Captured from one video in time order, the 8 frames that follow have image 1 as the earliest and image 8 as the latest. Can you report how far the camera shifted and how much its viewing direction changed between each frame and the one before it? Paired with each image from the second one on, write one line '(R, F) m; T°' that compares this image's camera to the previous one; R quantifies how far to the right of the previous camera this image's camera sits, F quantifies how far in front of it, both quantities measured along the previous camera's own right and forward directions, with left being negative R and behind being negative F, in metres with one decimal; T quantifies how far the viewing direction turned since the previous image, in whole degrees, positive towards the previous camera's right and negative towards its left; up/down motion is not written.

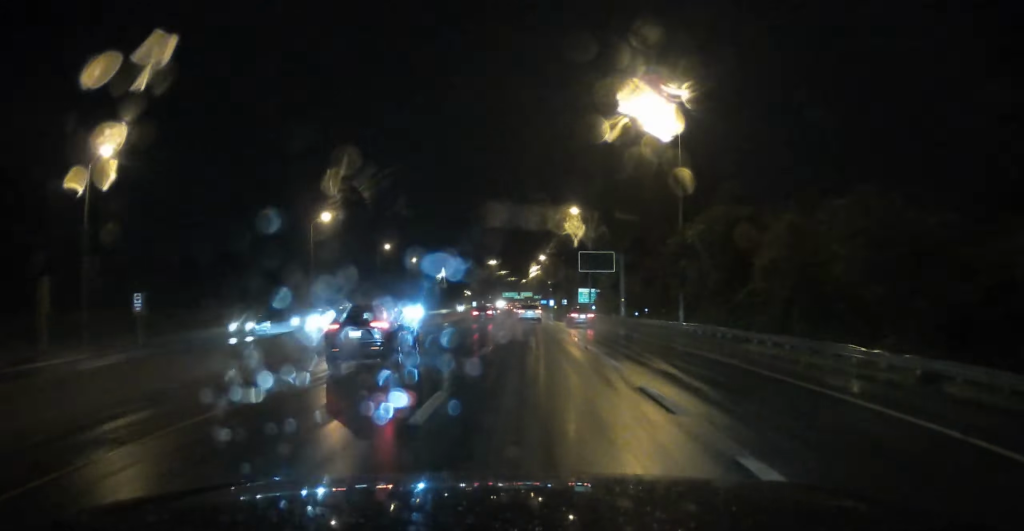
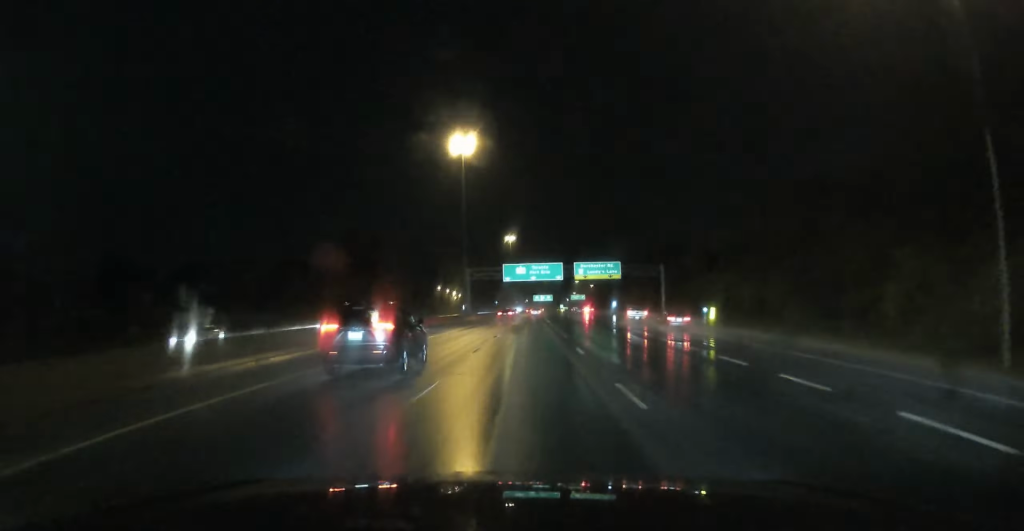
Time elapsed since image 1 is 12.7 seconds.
(-2.7, +286.3) m; 0°
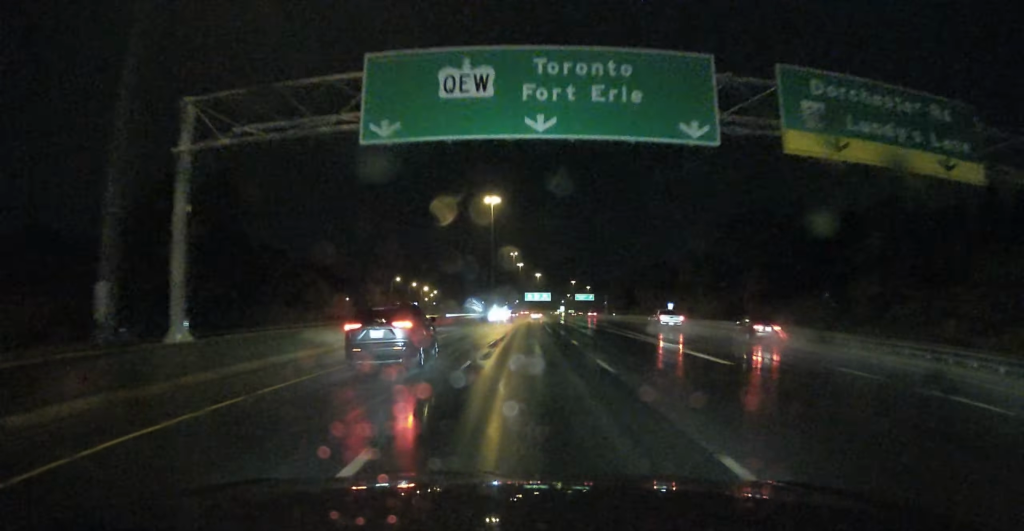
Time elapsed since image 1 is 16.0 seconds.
(+0.5, +79.1) m; +1°
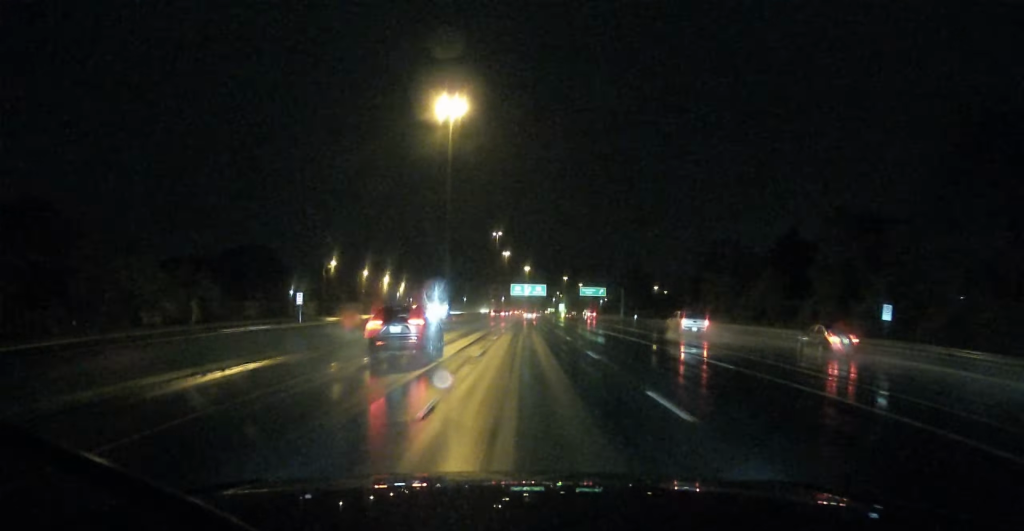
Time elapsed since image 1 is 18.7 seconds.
(+0.8, +65.9) m; 0°
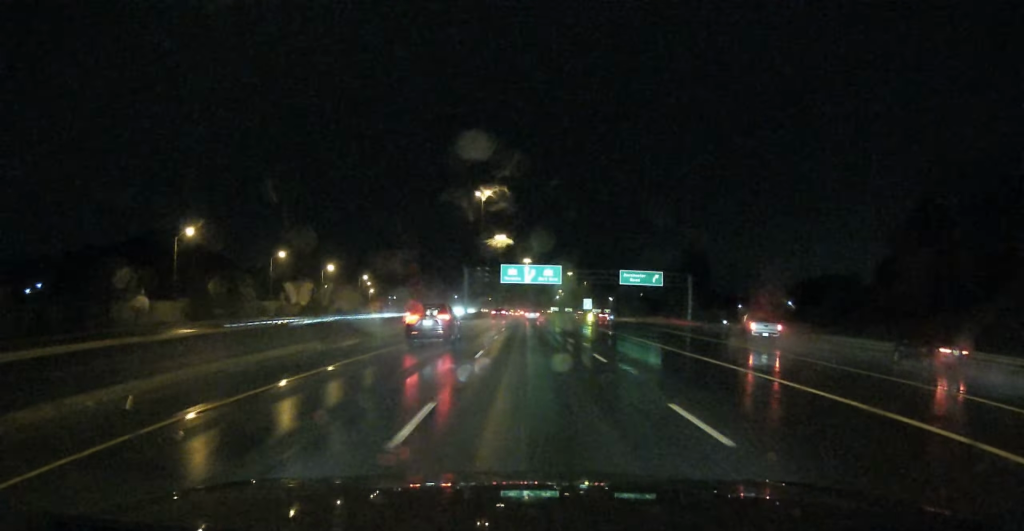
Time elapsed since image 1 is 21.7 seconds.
(0.0, +72.9) m; 0°
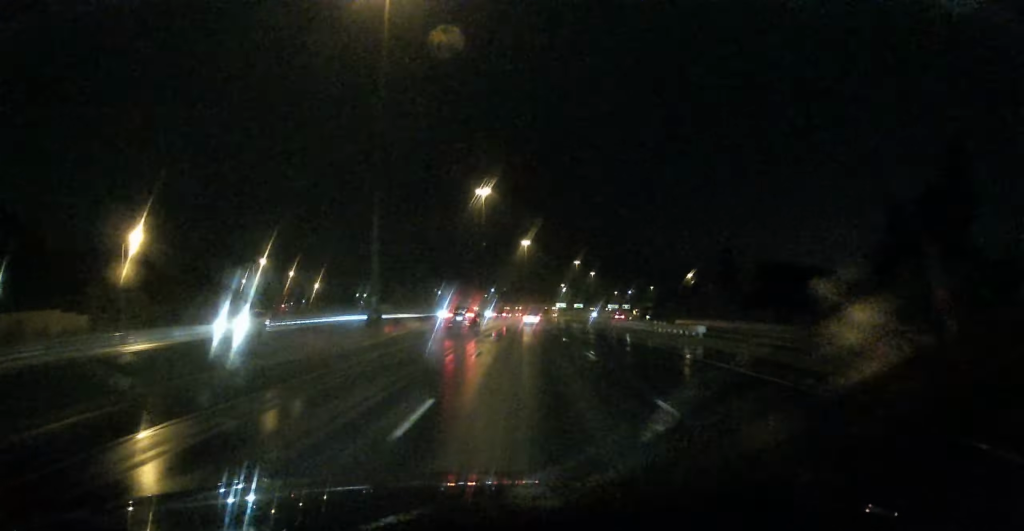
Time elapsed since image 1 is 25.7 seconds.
(-0.1, +97.2) m; 0°
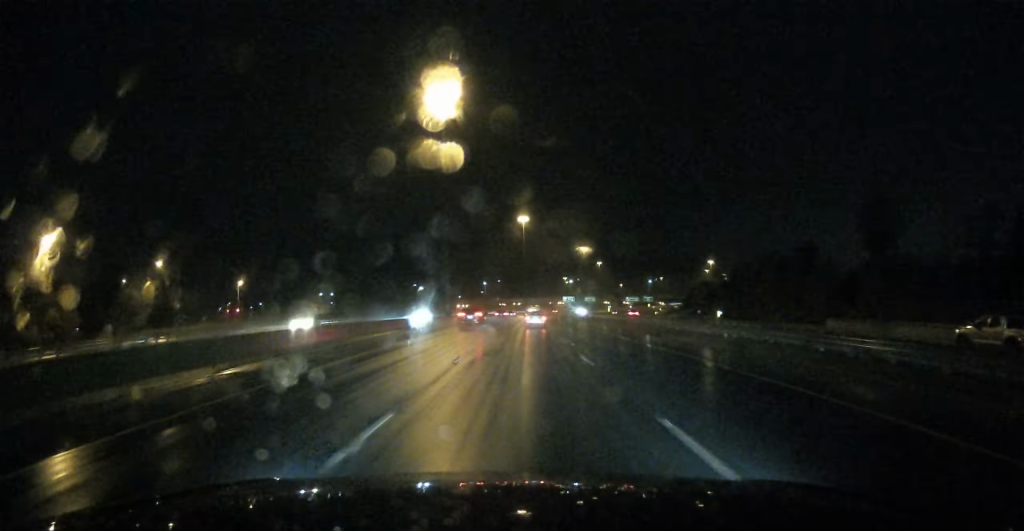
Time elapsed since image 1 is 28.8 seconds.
(0.0, +74.5) m; 0°
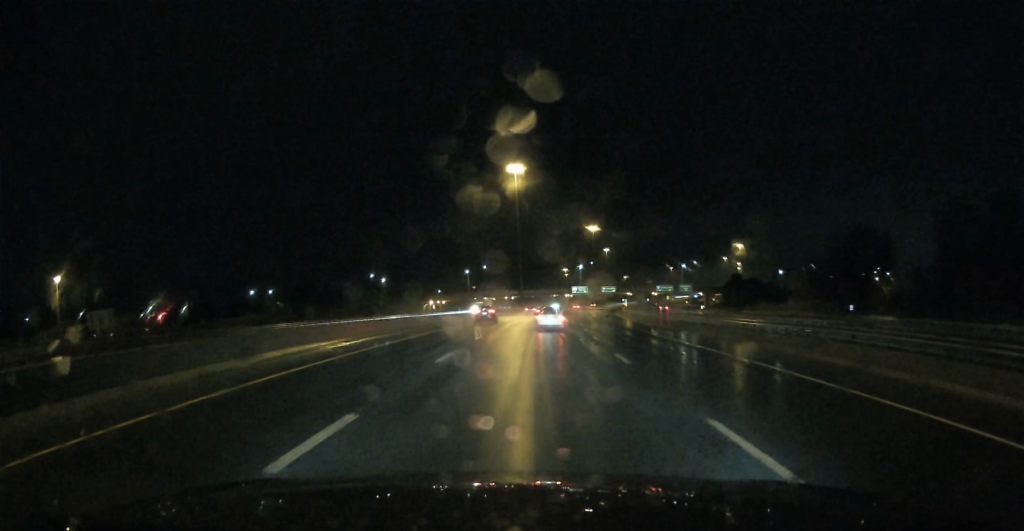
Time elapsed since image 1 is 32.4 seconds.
(+0.8, +82.6) m; +2°
